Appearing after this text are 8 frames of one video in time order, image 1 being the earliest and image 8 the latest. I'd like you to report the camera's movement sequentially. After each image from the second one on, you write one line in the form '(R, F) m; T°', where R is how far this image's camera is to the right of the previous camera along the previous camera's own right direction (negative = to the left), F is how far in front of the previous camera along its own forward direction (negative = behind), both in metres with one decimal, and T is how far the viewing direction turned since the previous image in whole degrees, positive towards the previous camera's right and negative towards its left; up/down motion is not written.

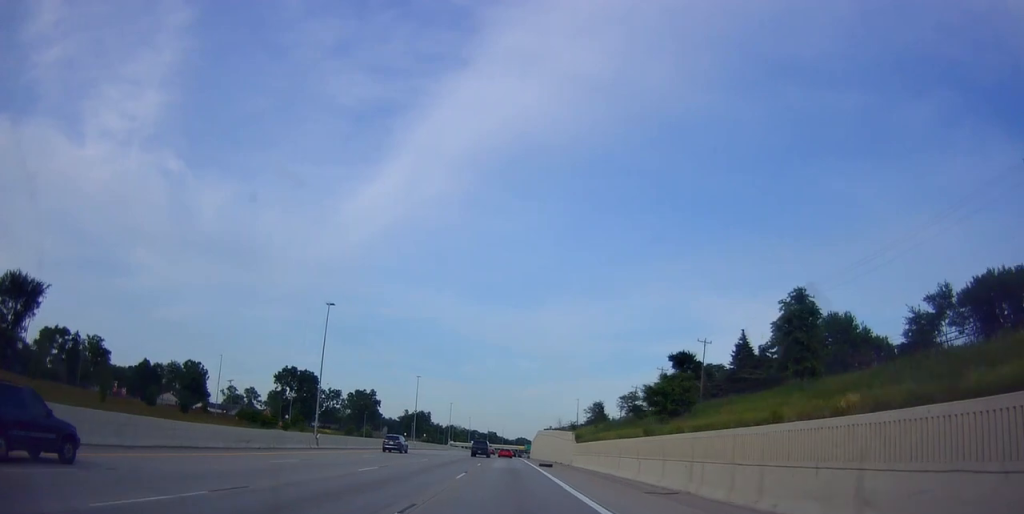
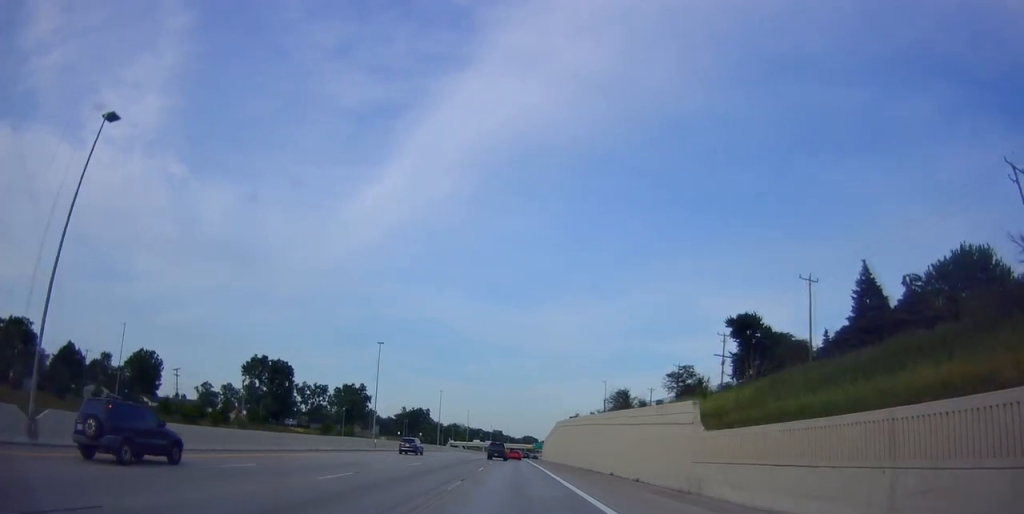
(-0.4, +35.7) m; -2°
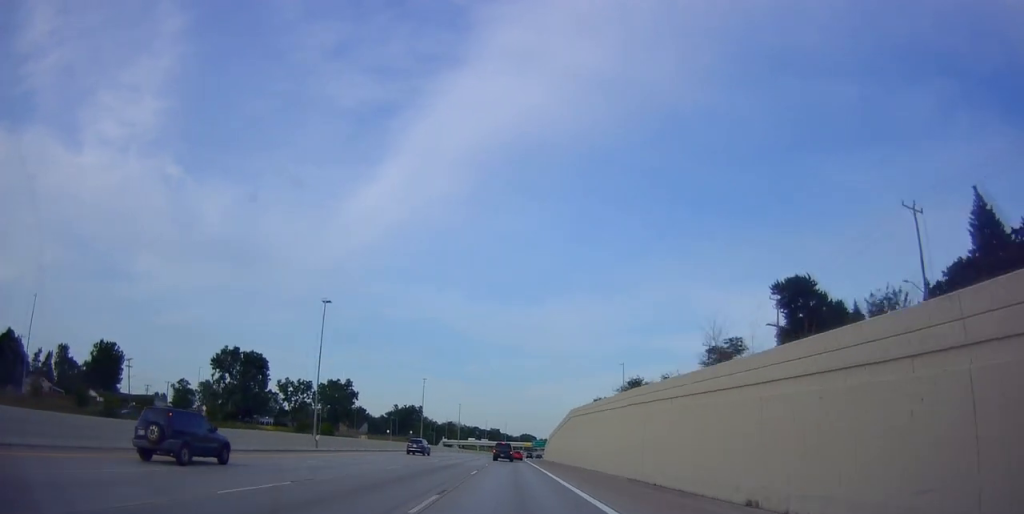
(-0.3, +21.2) m; 0°
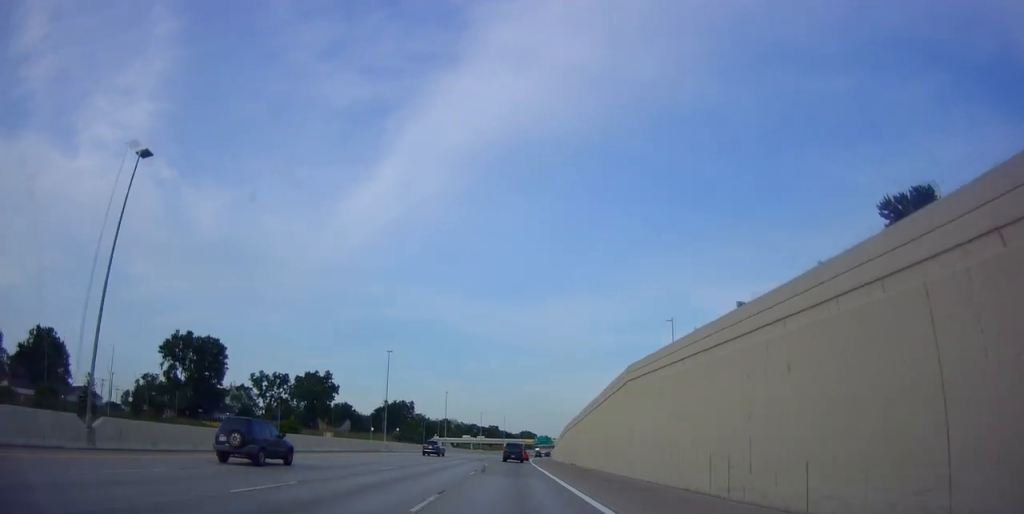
(-0.2, +30.0) m; 0°
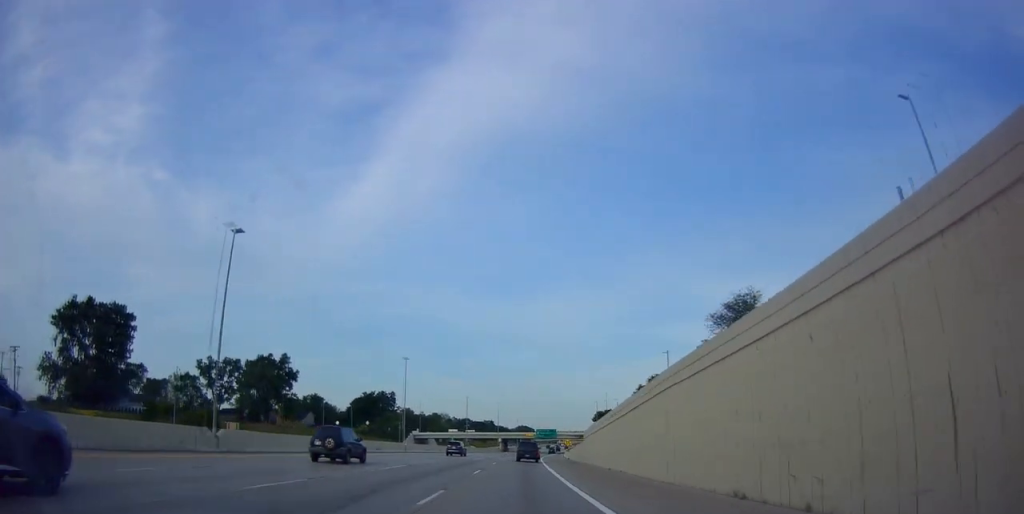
(-0.1, +45.2) m; -1°
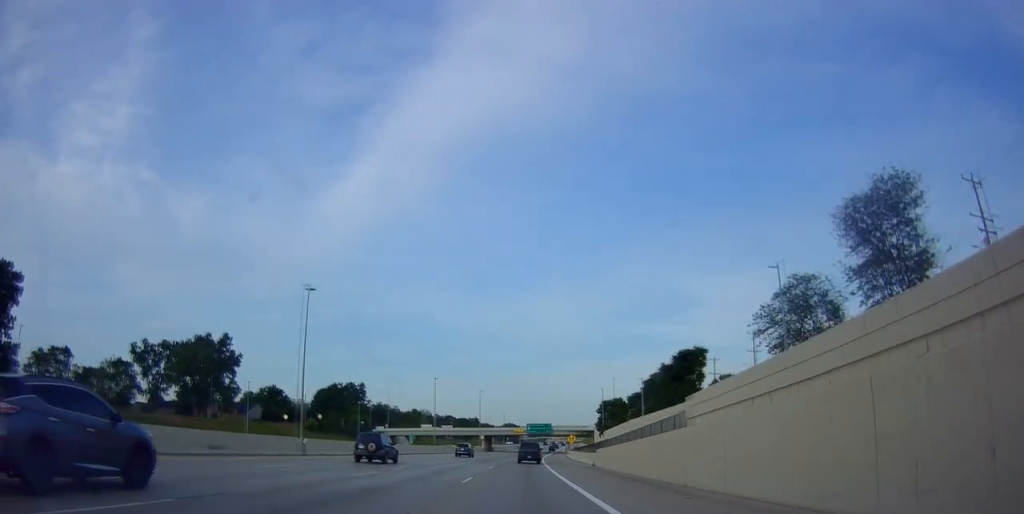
(-0.1, +37.2) m; +1°
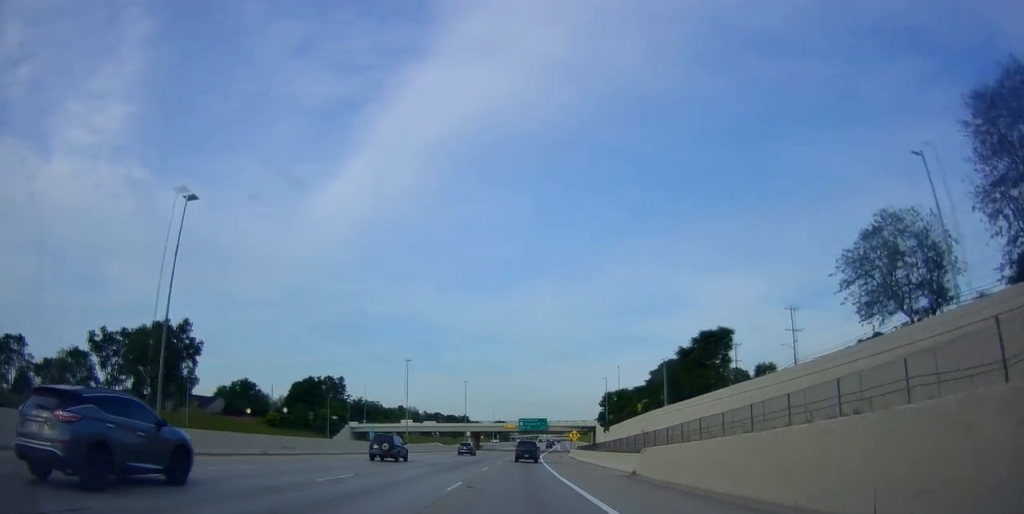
(+0.2, +19.6) m; +1°
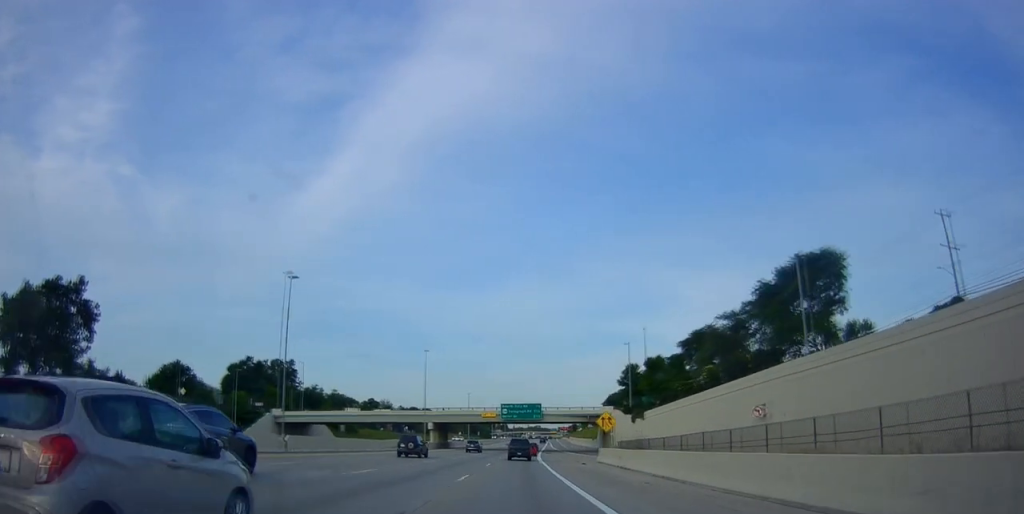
(+0.9, +42.0) m; +2°
